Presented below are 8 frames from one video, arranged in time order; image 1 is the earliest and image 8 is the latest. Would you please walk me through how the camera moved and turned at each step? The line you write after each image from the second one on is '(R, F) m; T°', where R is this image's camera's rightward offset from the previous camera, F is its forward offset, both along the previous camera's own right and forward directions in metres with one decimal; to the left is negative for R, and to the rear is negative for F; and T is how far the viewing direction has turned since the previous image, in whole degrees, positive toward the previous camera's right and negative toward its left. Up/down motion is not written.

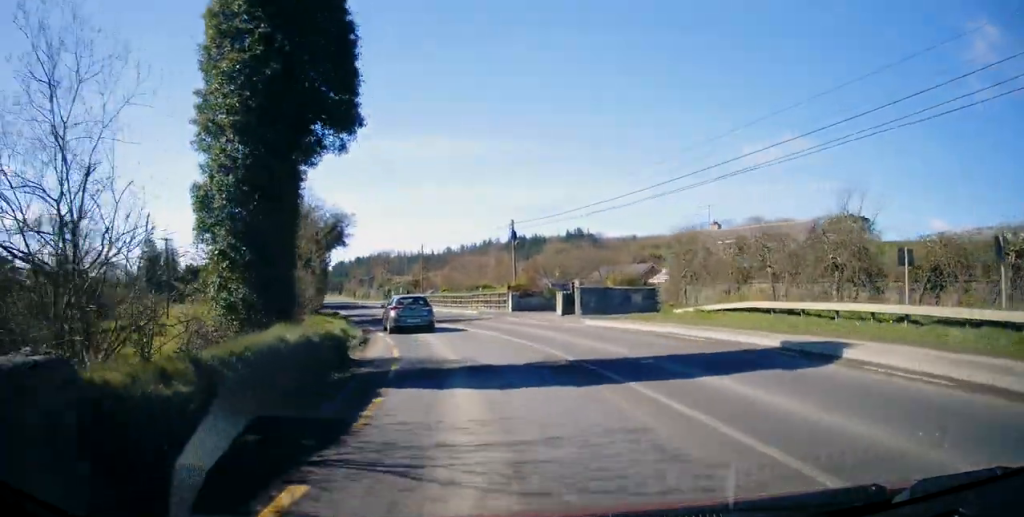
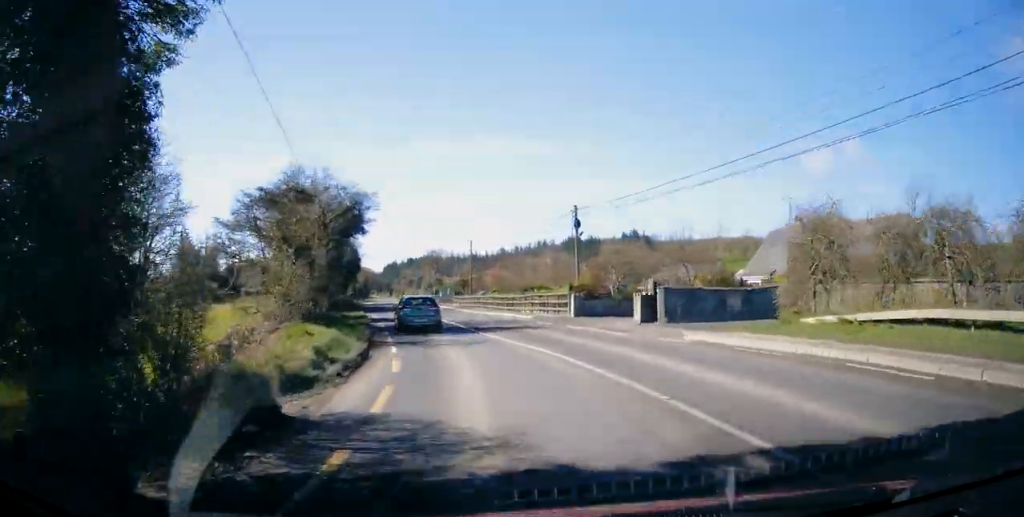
(-0.5, +6.9) m; -6°
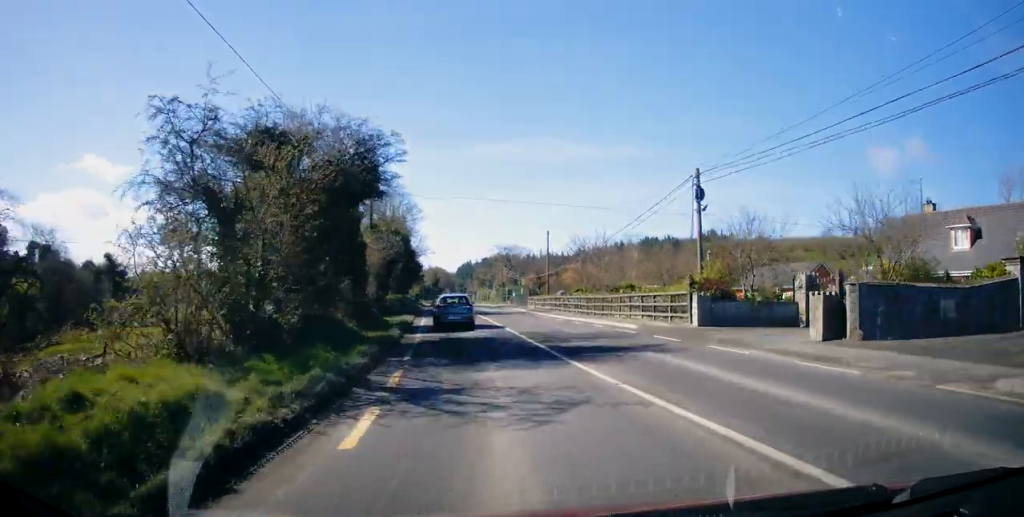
(-0.8, +9.6) m; -7°
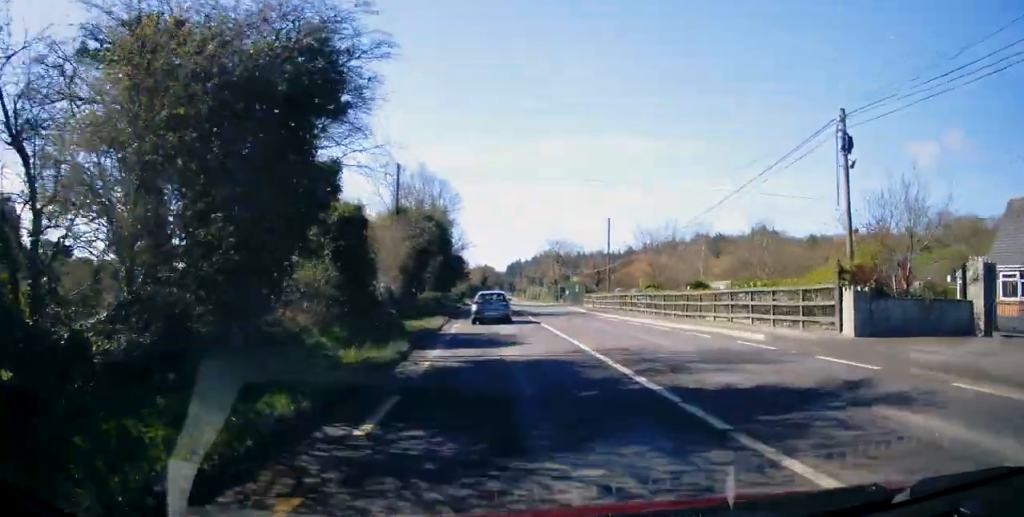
(-0.4, +7.6) m; -4°
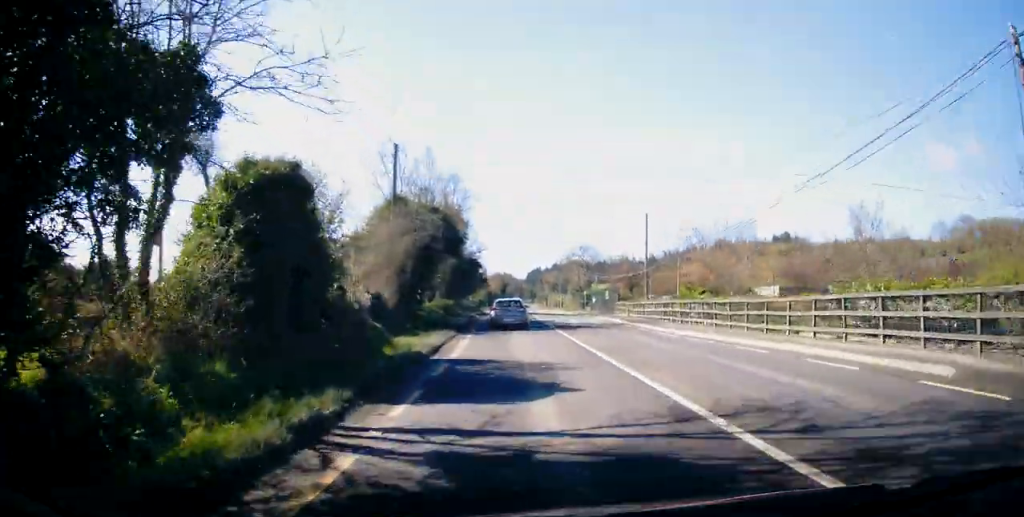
(0.0, +6.8) m; -2°
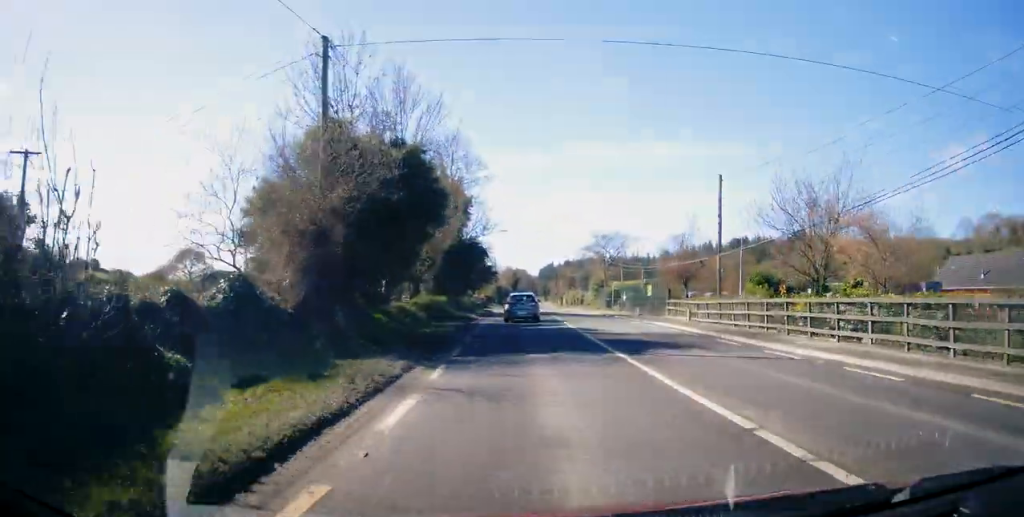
(-0.6, +12.8) m; -2°
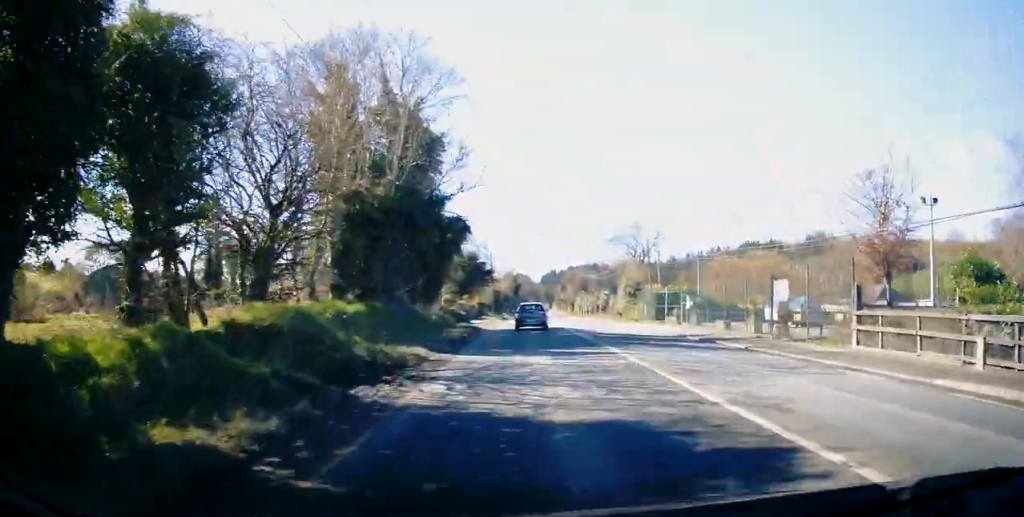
(+0.3, +21.2) m; +1°
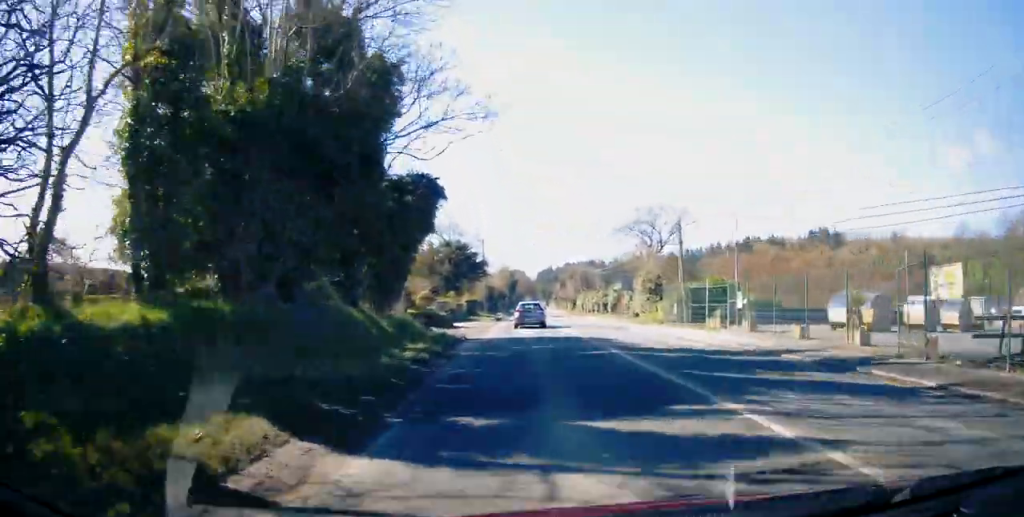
(-0.1, +9.6) m; -1°
